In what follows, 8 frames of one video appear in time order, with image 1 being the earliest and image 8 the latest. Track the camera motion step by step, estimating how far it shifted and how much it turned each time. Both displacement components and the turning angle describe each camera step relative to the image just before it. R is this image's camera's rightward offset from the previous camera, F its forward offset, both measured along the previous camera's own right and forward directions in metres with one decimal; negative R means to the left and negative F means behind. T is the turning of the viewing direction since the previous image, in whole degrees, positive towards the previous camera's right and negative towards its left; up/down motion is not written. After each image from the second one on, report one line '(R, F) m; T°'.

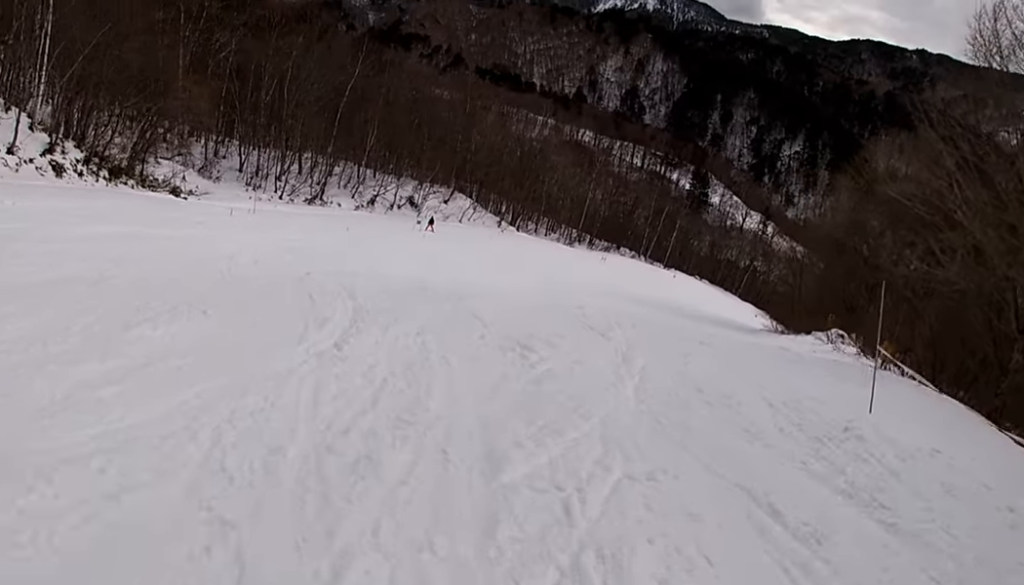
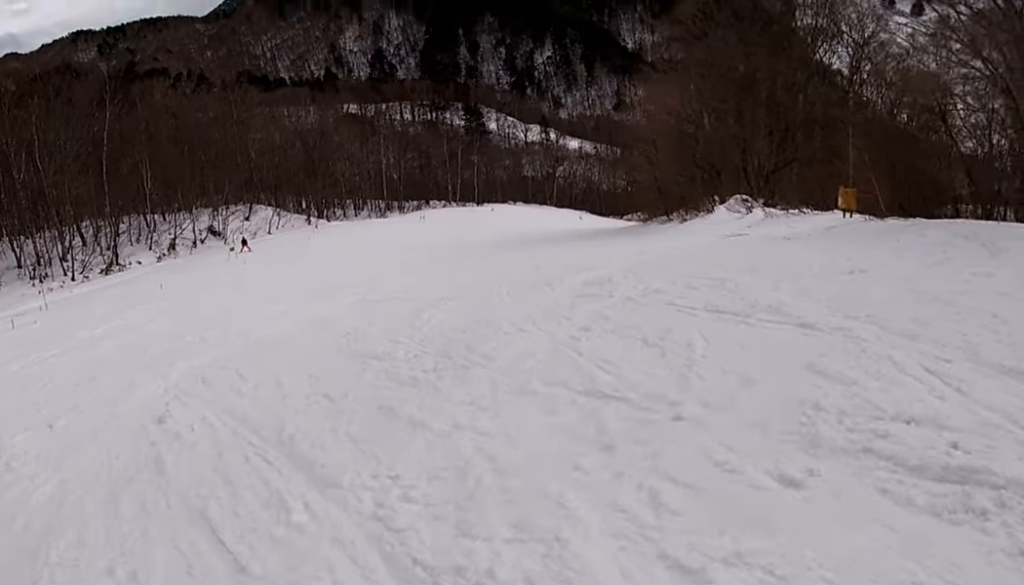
(+0.8, +6.3) m; +22°
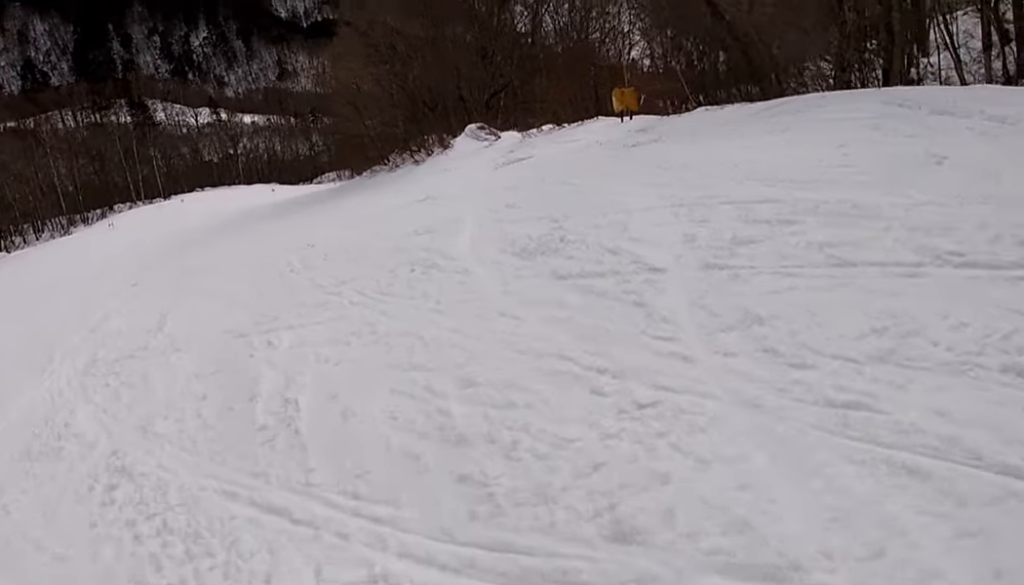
(+0.9, +5.3) m; +11°
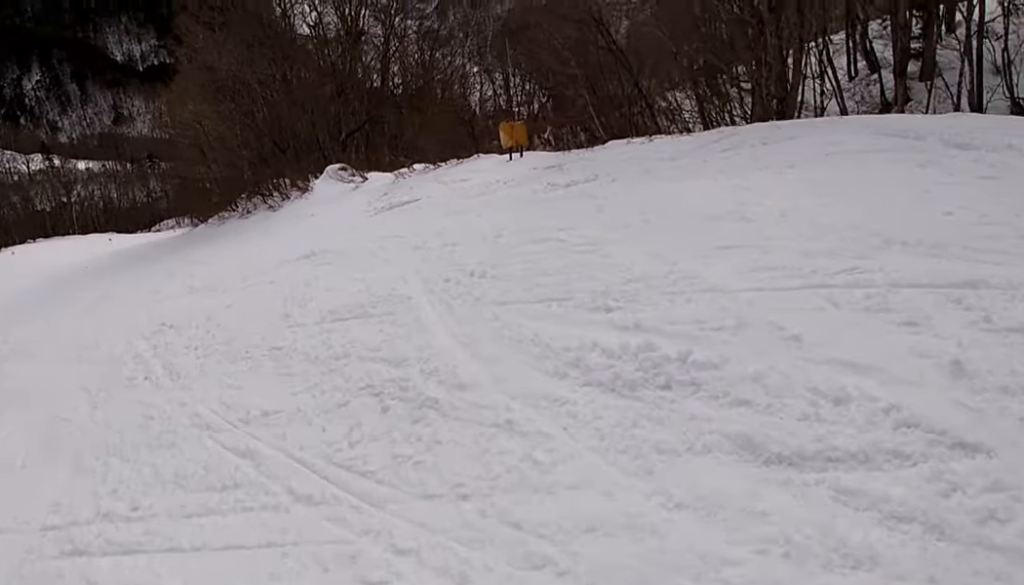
(0.0, +3.4) m; 0°
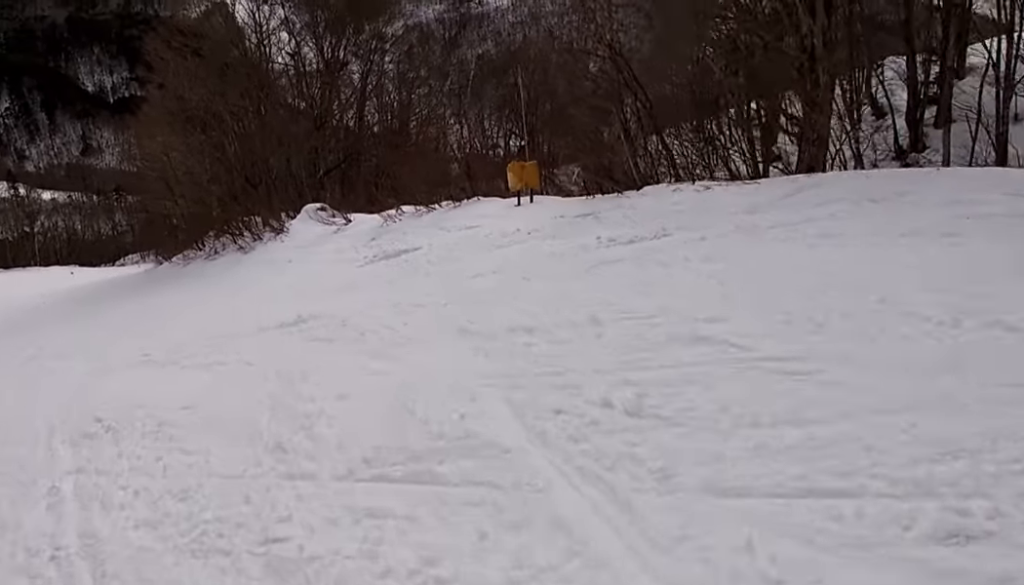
(0.0, +3.0) m; -9°
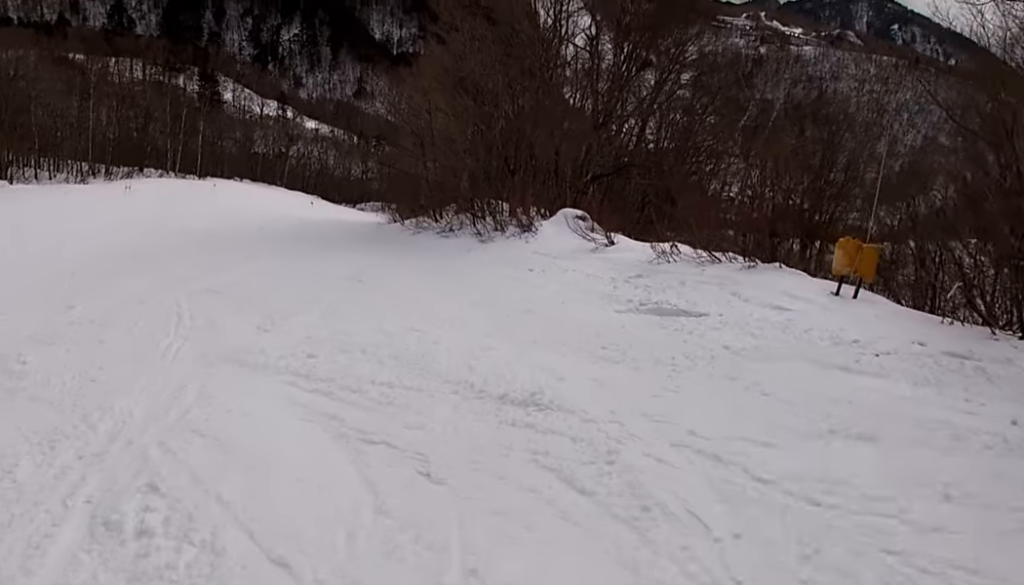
(+0.2, +3.5) m; -11°
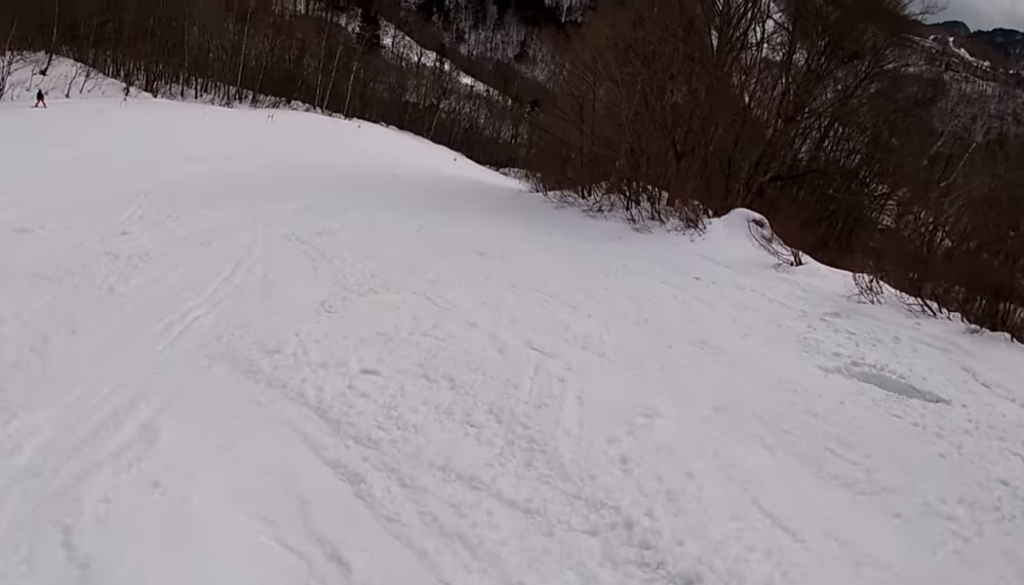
(-0.8, +2.6) m; -9°
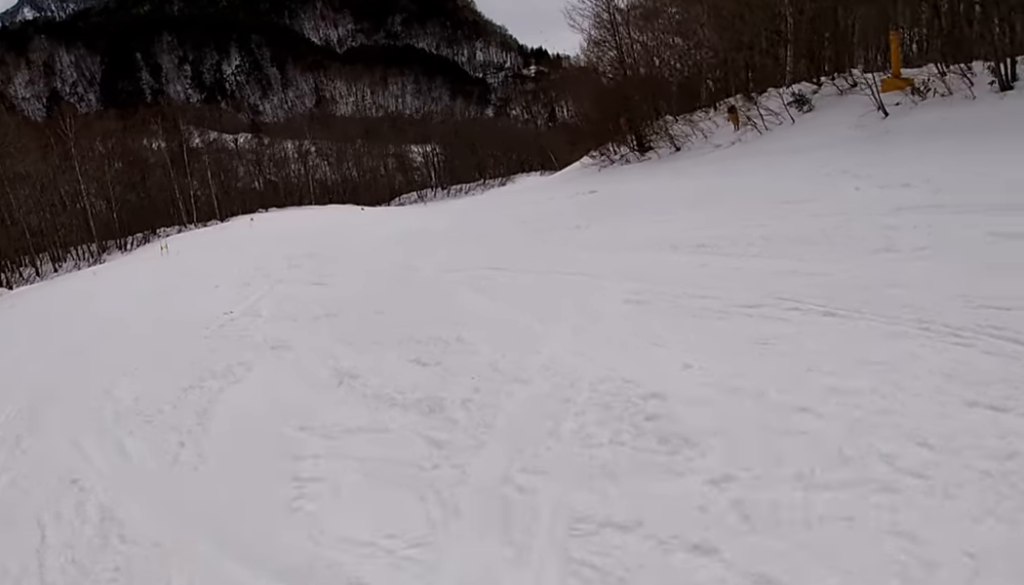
(-1.7, +22.3) m; +32°
